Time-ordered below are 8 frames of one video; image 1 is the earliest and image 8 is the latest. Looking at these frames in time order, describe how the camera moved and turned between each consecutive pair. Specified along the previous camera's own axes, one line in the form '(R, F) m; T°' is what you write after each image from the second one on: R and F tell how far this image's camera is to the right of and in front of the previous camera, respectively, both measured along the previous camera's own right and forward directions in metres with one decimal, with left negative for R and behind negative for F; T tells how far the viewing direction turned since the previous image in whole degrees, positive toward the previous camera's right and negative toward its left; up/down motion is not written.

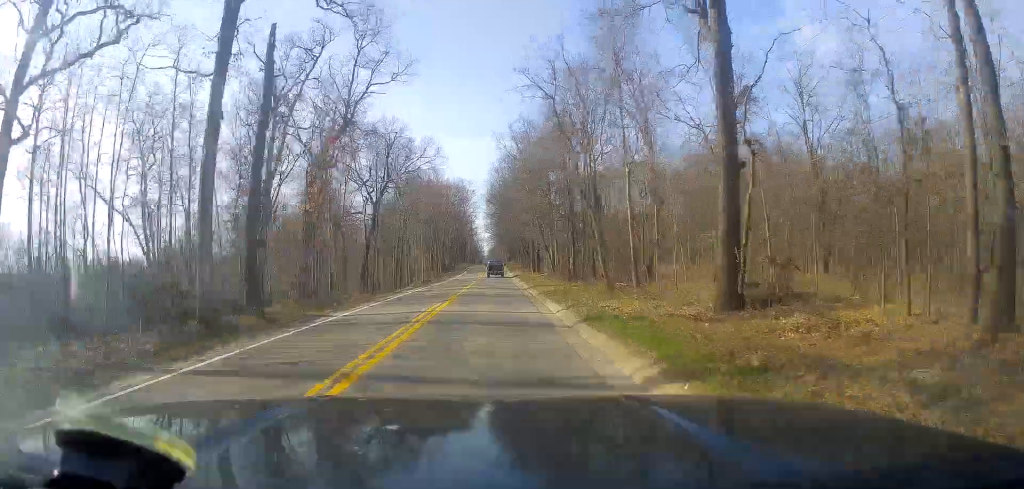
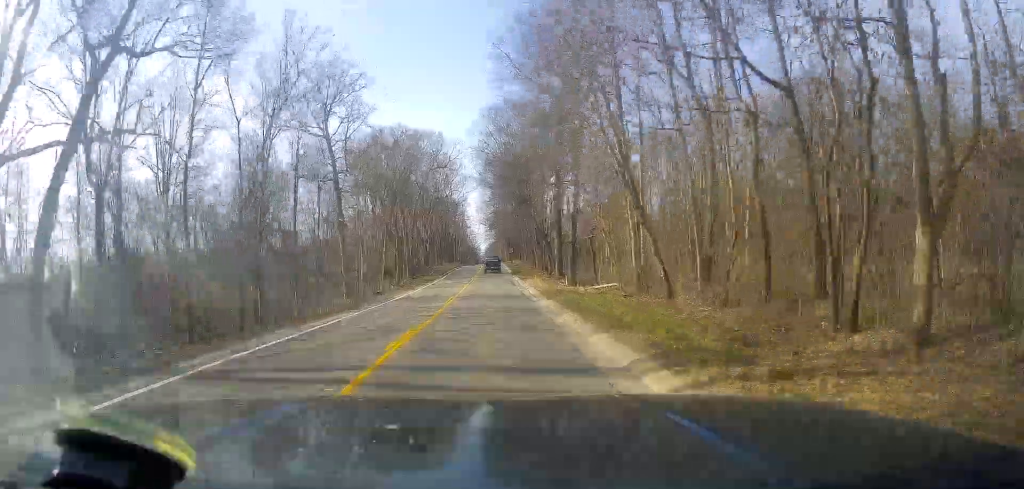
(+0.2, +42.2) m; +1°
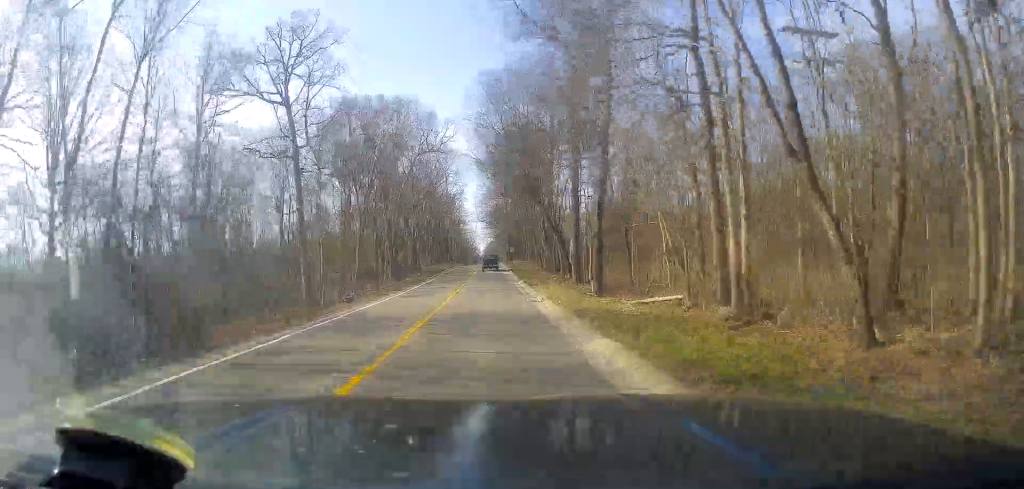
(-0.1, +12.1) m; 0°
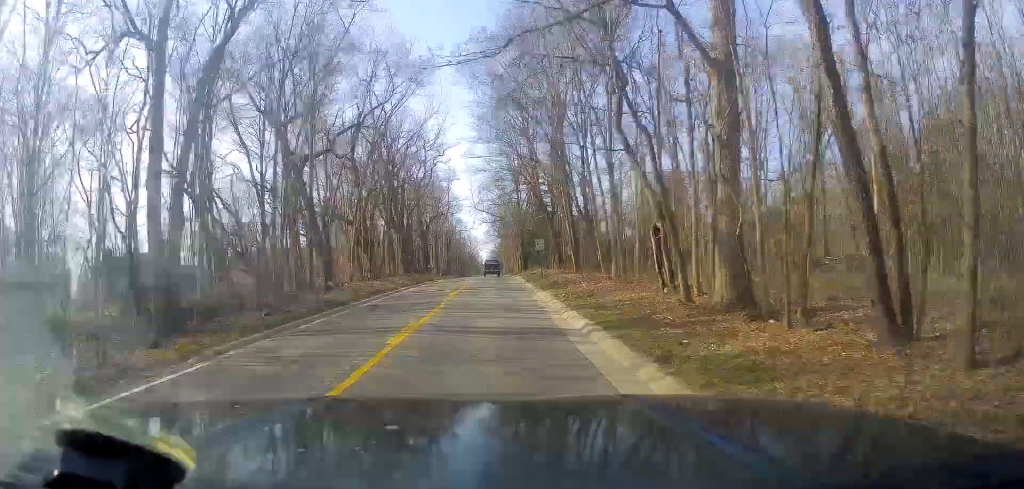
(+0.3, +48.1) m; 0°
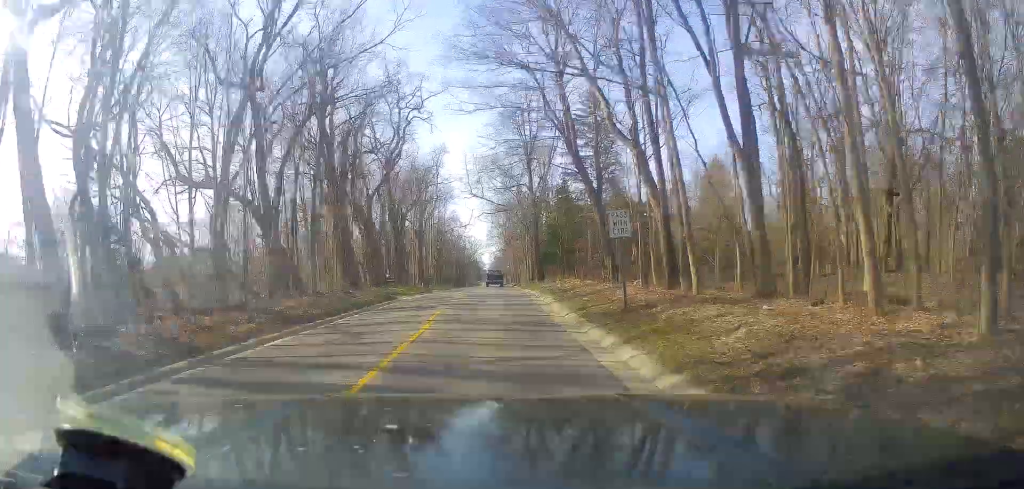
(+0.1, +26.4) m; 0°
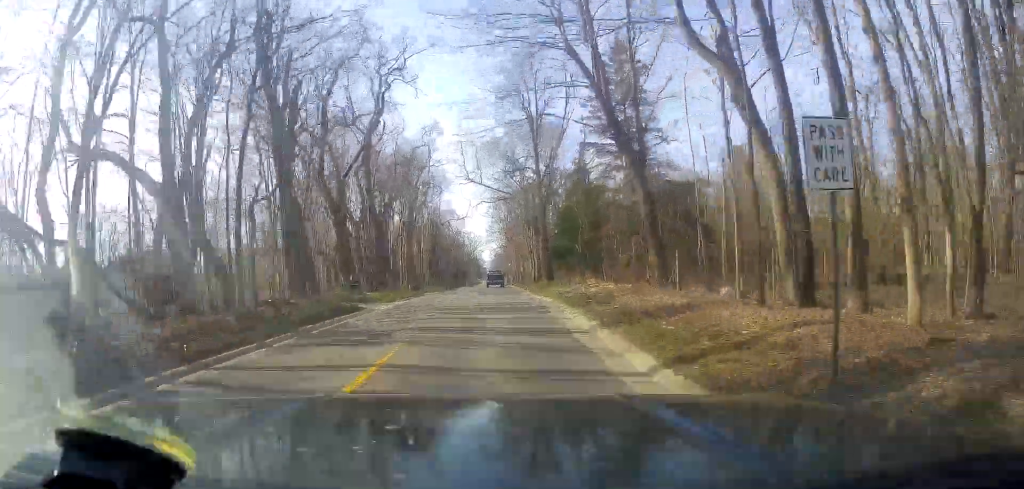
(+0.1, +10.6) m; 0°
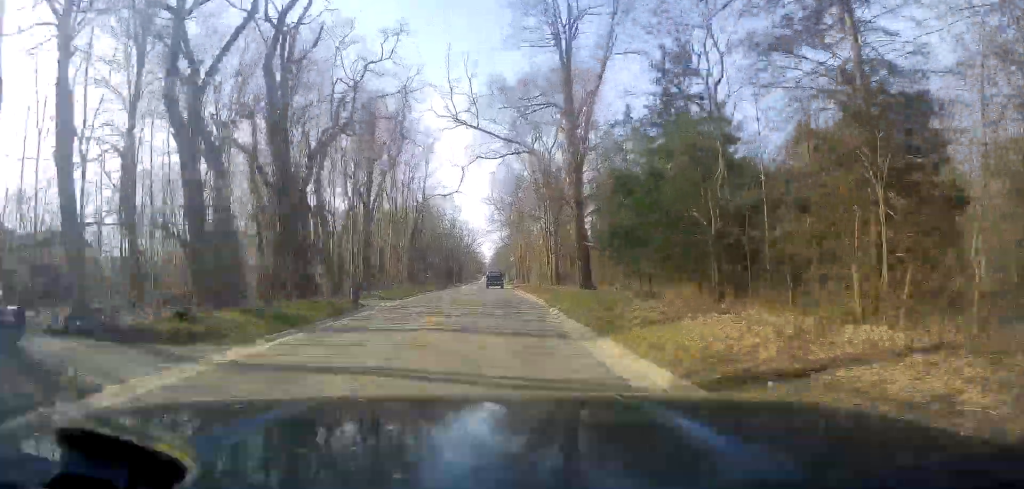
(-0.4, +22.7) m; -1°
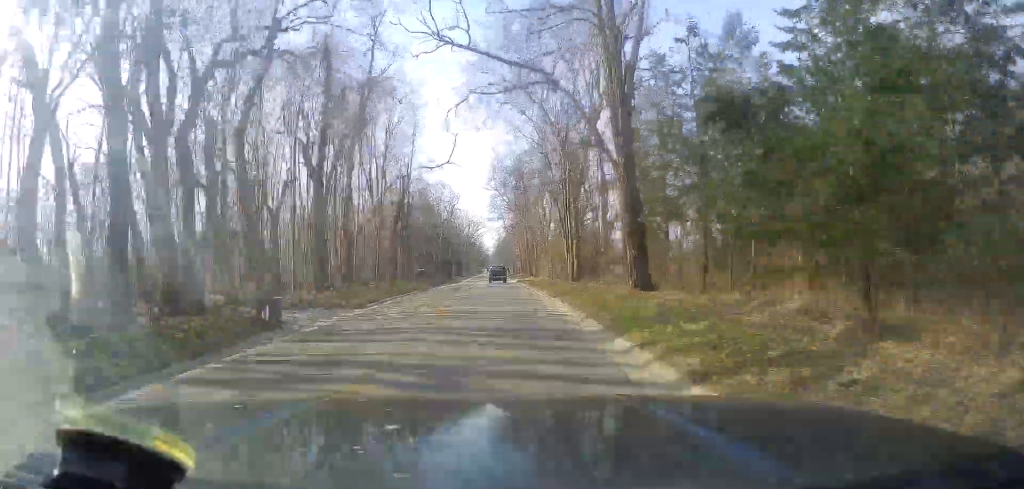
(0.0, +13.0) m; 0°
